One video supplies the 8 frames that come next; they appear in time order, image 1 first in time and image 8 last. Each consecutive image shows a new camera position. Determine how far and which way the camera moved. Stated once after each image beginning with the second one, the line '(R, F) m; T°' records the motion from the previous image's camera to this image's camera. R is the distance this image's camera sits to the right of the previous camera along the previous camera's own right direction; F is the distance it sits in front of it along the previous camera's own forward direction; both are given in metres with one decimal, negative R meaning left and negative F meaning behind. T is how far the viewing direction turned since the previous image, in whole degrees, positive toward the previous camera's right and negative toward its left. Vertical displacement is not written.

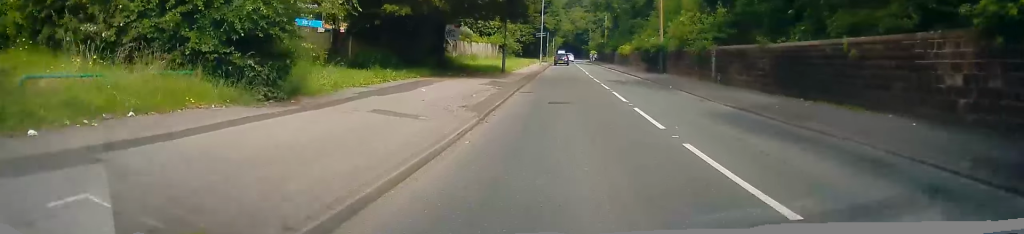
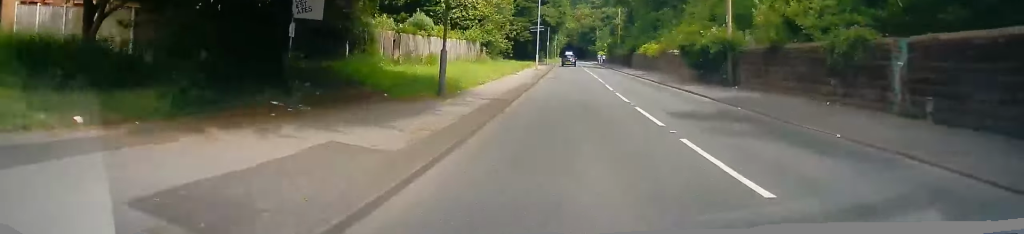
(-0.2, +16.9) m; -1°
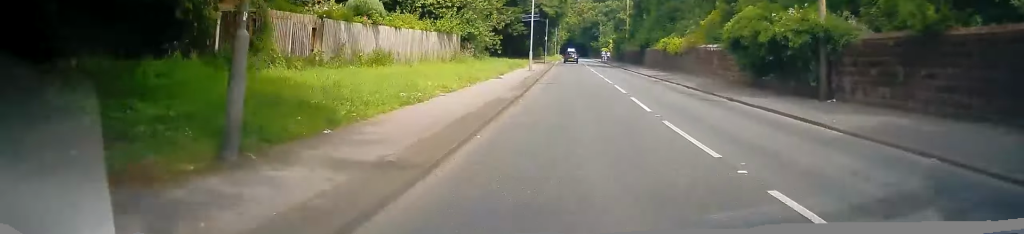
(+0.1, +9.6) m; +1°
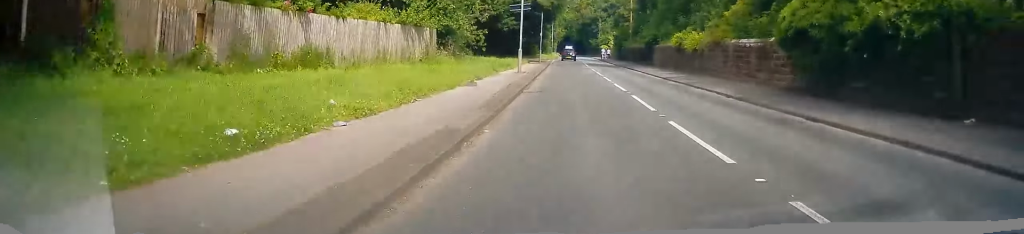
(+0.1, +6.5) m; +1°
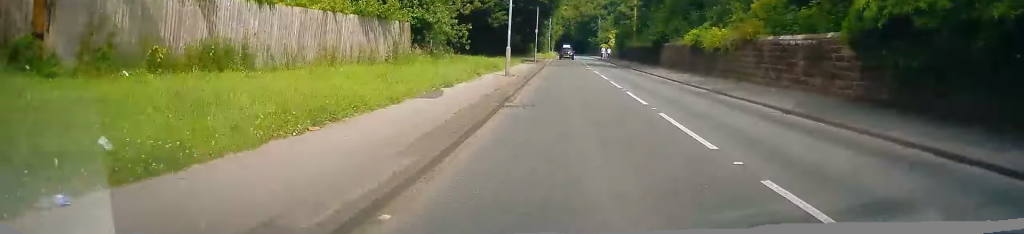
(-0.1, +5.2) m; 0°
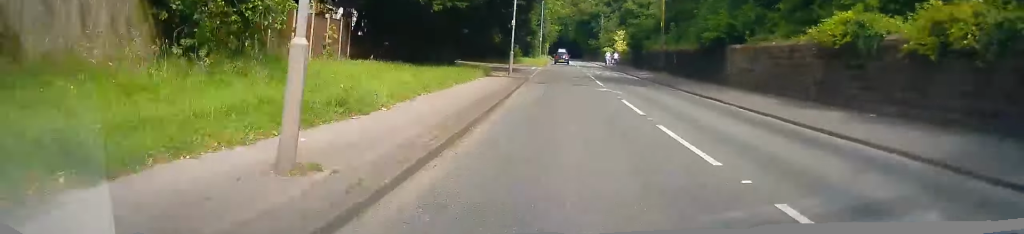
(+0.1, +18.7) m; 0°
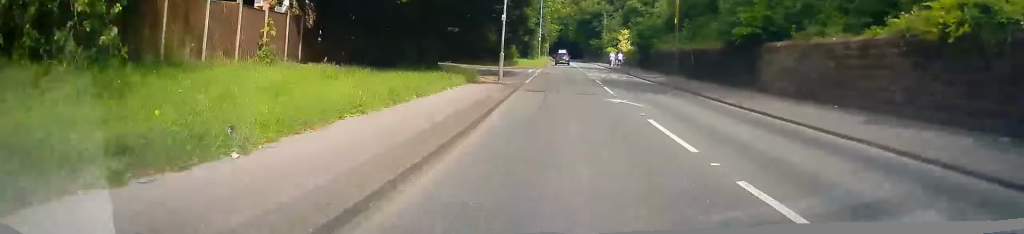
(-0.1, +4.9) m; 0°
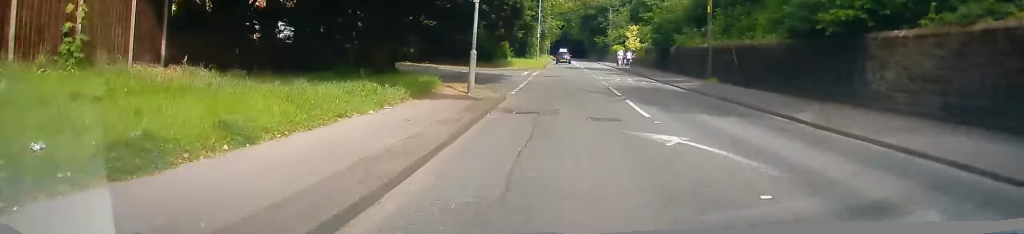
(+0.2, +7.9) m; +1°
